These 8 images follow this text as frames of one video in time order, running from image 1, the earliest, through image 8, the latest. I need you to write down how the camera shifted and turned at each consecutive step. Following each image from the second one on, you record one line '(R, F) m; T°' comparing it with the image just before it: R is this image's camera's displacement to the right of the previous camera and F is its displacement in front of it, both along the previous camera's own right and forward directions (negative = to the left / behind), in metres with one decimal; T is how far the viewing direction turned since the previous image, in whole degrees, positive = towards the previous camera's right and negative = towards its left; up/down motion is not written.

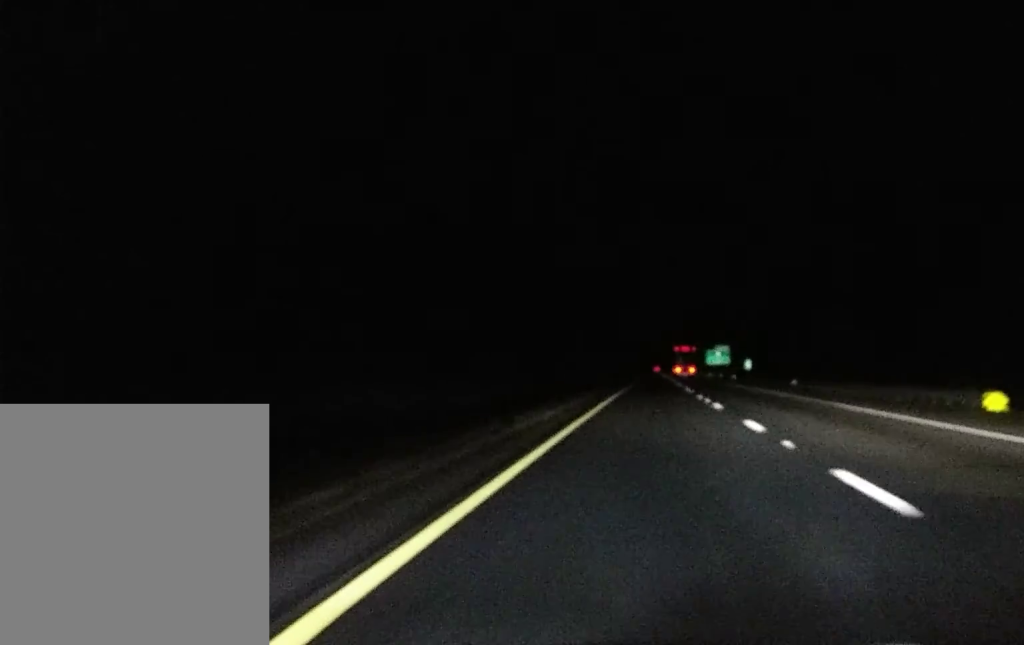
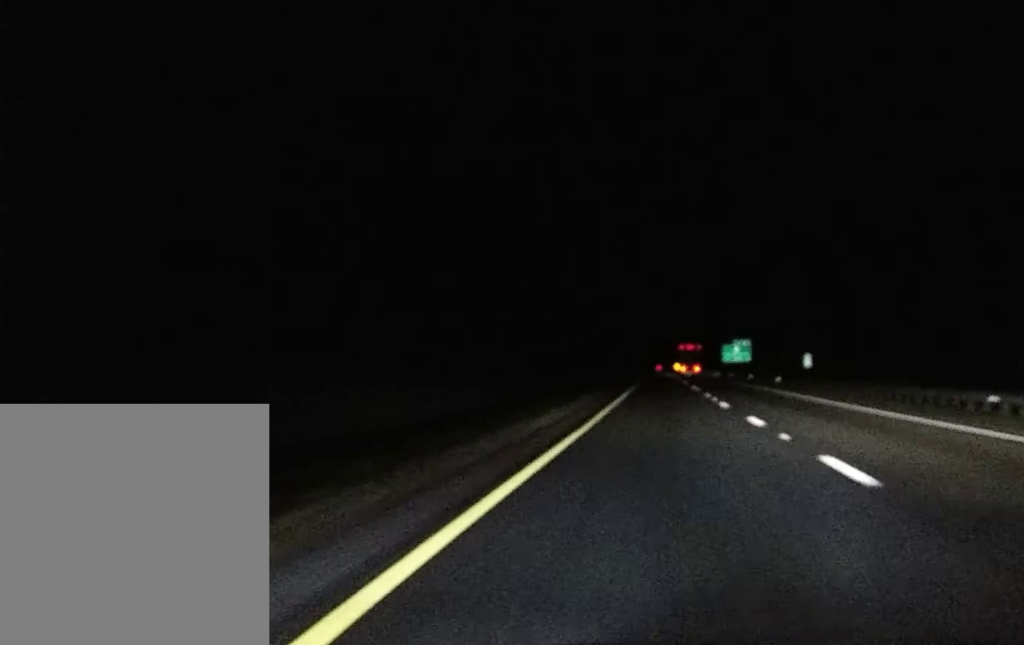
(-0.2, +50.1) m; -1°
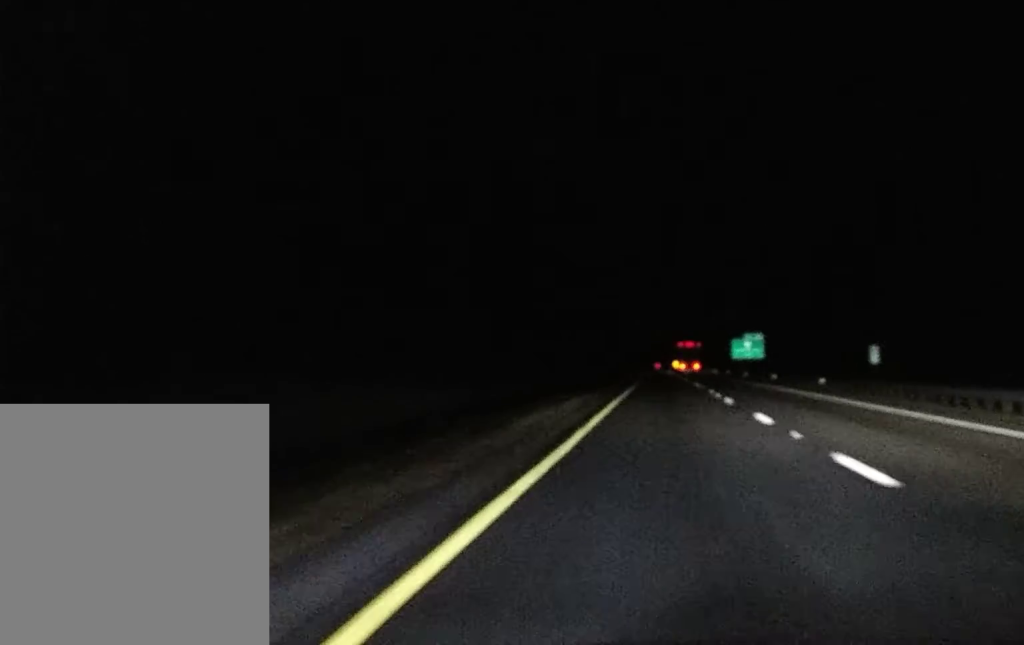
(0.0, +29.5) m; 0°
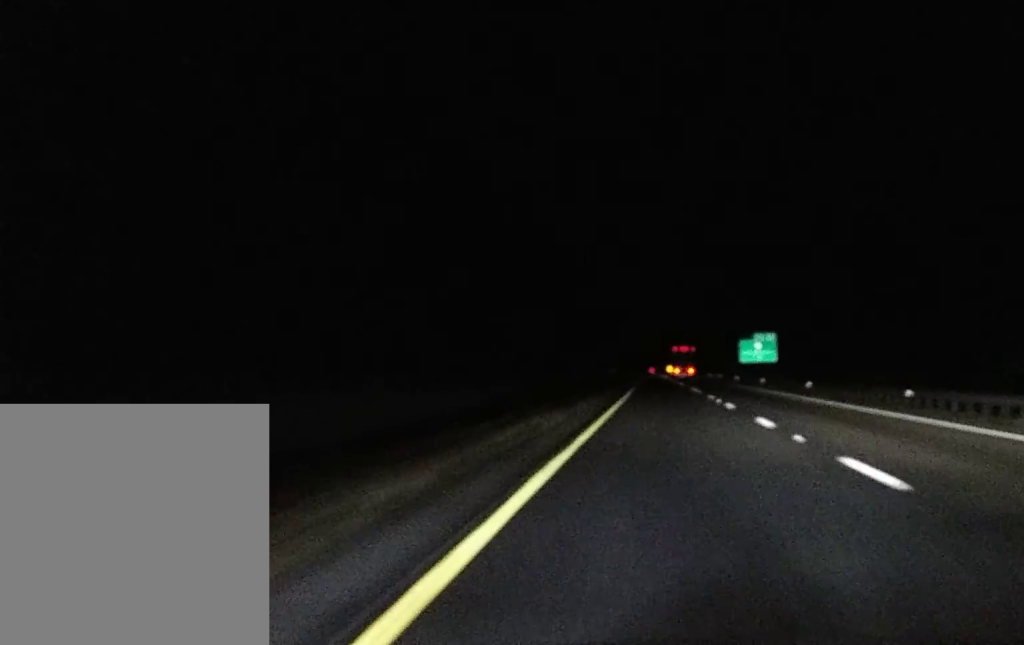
(+0.1, +31.2) m; 0°
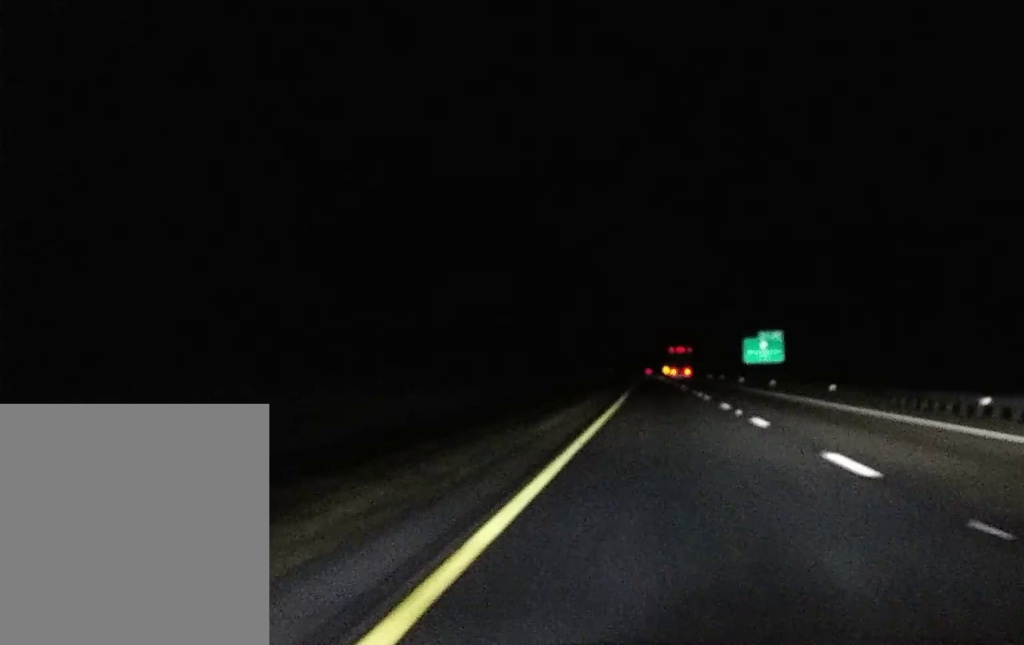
(+0.1, +14.5) m; 0°
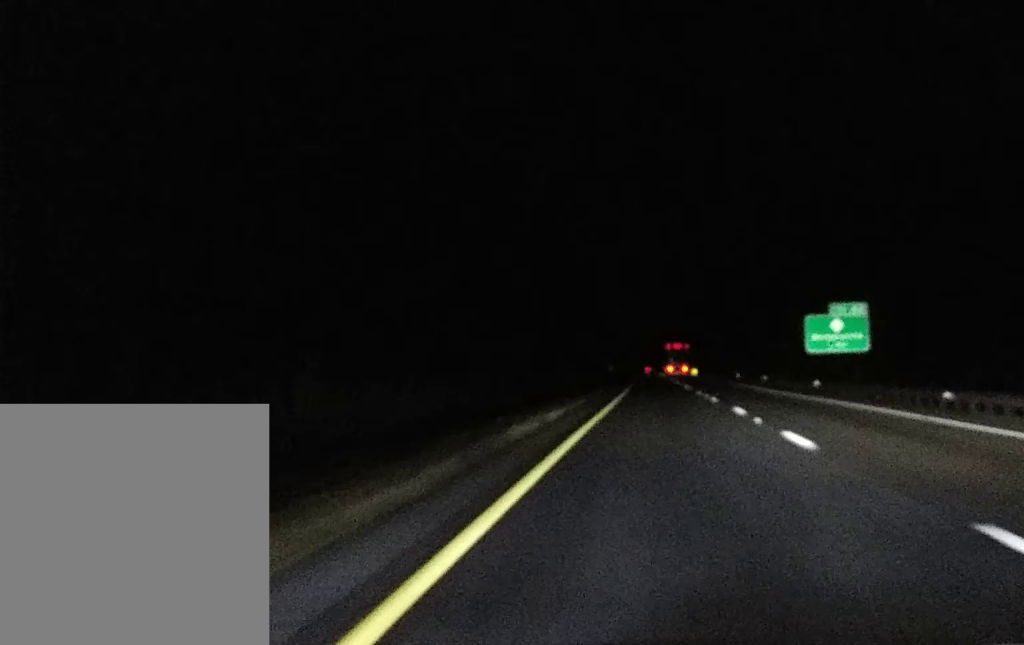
(-0.5, +61.1) m; 0°
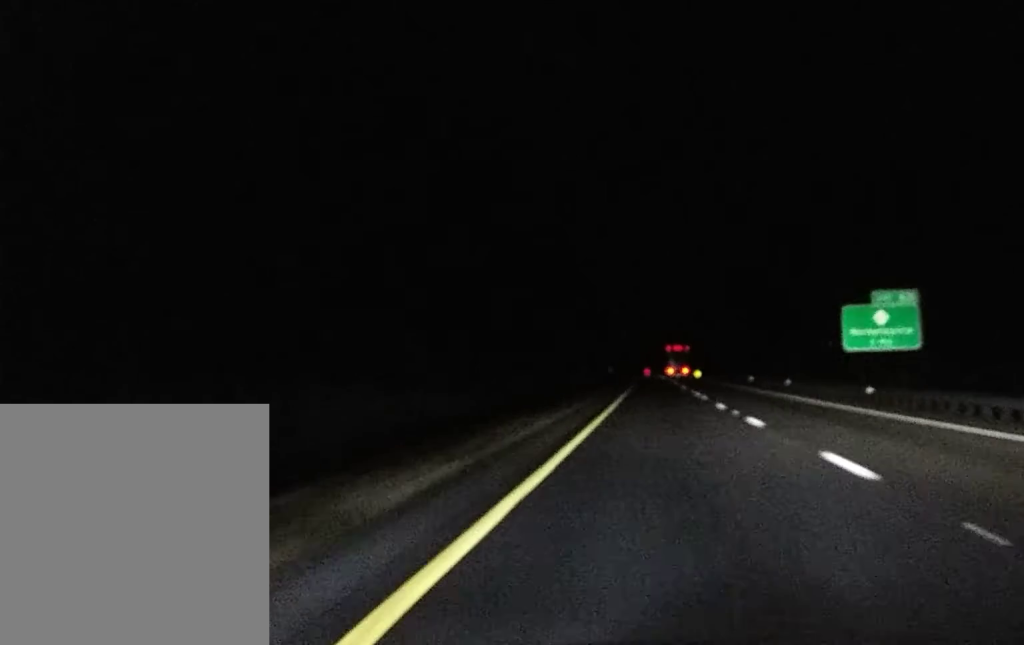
(0.0, +18.1) m; 0°
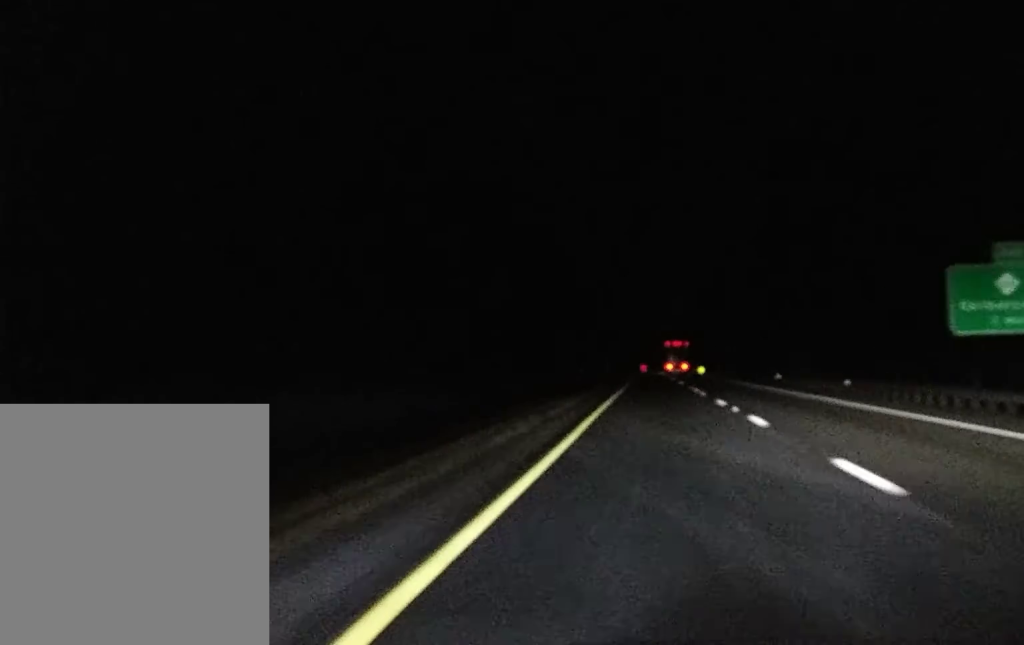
(+0.1, +23.3) m; 0°
